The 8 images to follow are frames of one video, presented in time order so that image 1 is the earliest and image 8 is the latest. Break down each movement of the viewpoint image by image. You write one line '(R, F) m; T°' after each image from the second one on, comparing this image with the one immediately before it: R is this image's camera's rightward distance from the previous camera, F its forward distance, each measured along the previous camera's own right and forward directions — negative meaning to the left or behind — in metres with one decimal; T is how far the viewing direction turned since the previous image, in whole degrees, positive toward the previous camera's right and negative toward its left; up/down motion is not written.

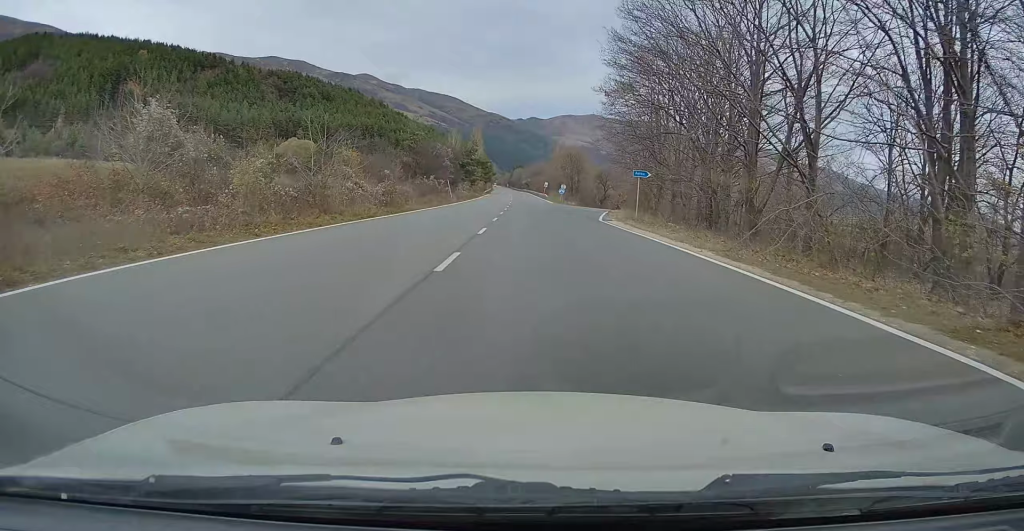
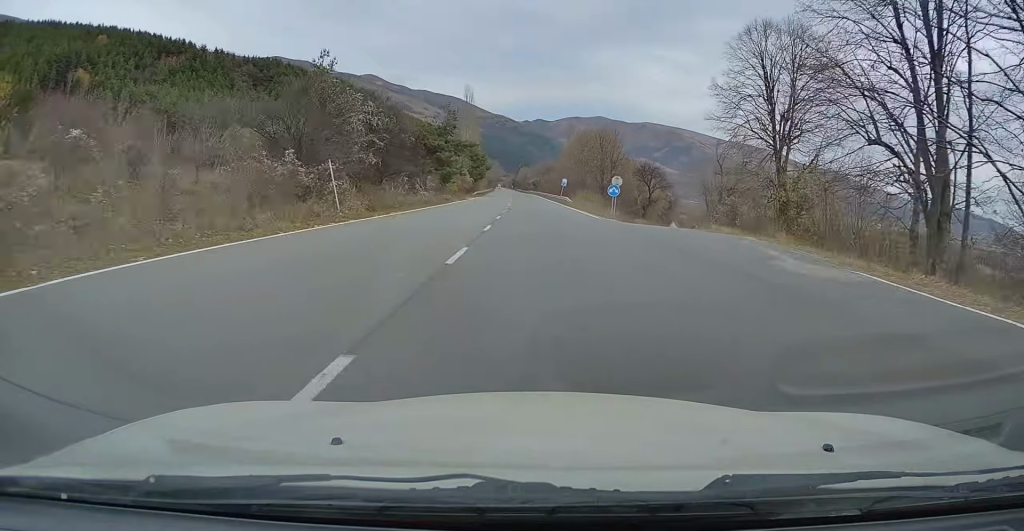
(-0.2, +45.1) m; 0°
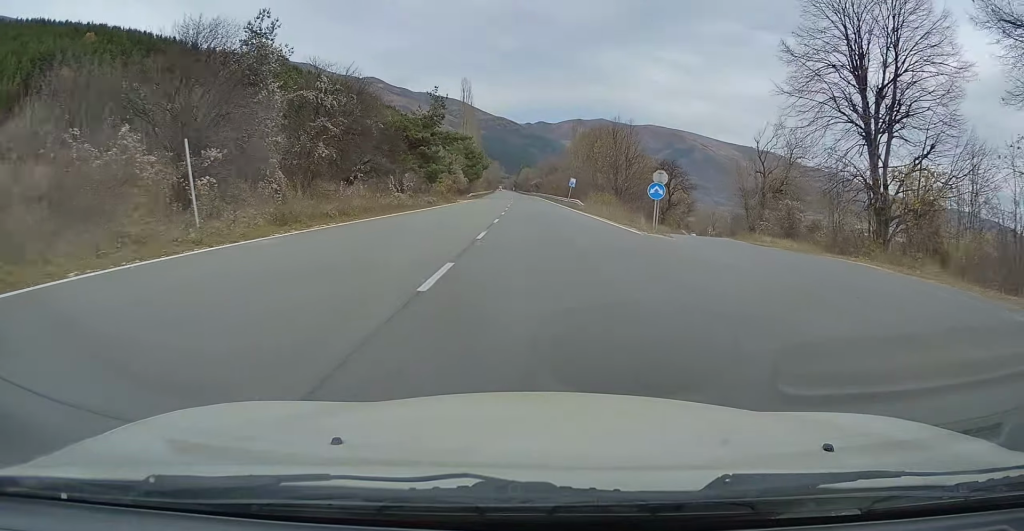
(0.0, +12.1) m; 0°
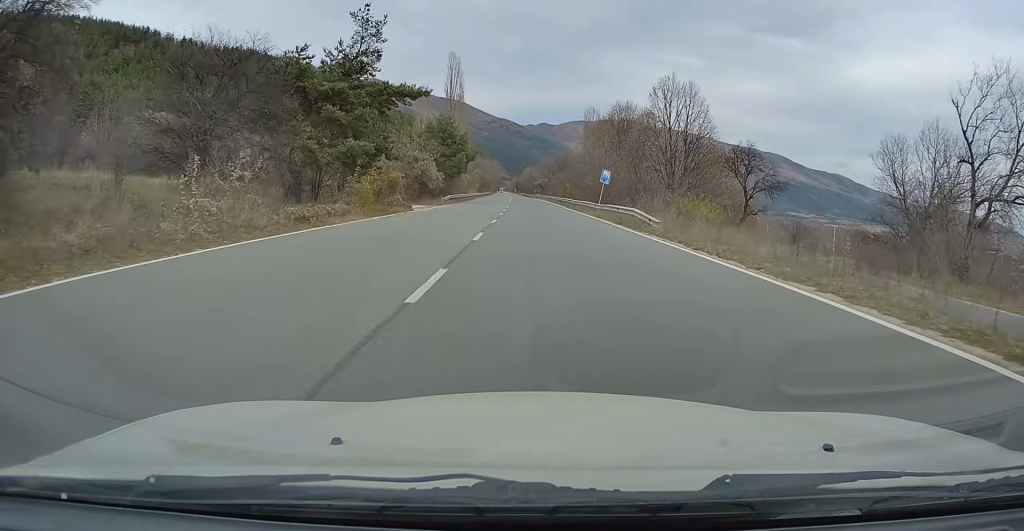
(+0.2, +28.8) m; 0°
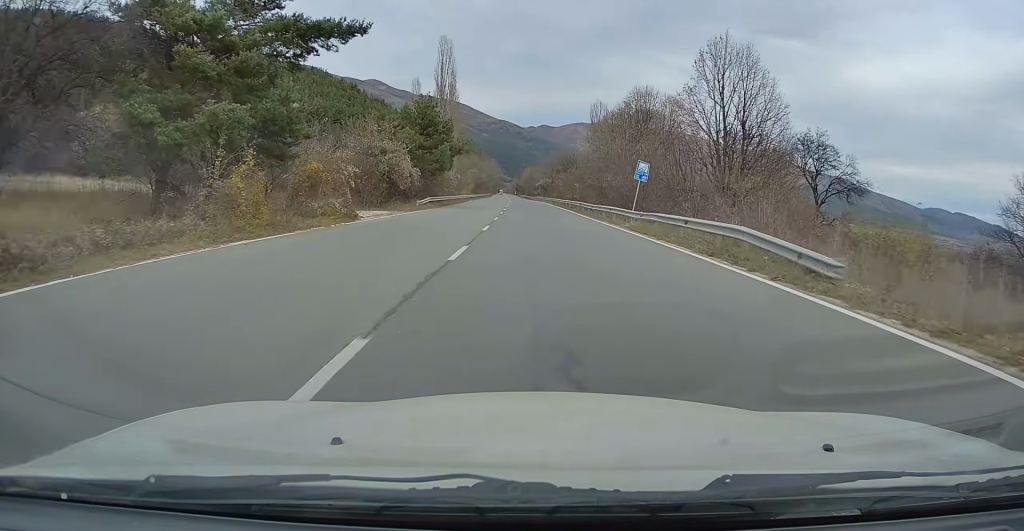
(-0.1, +14.0) m; -1°
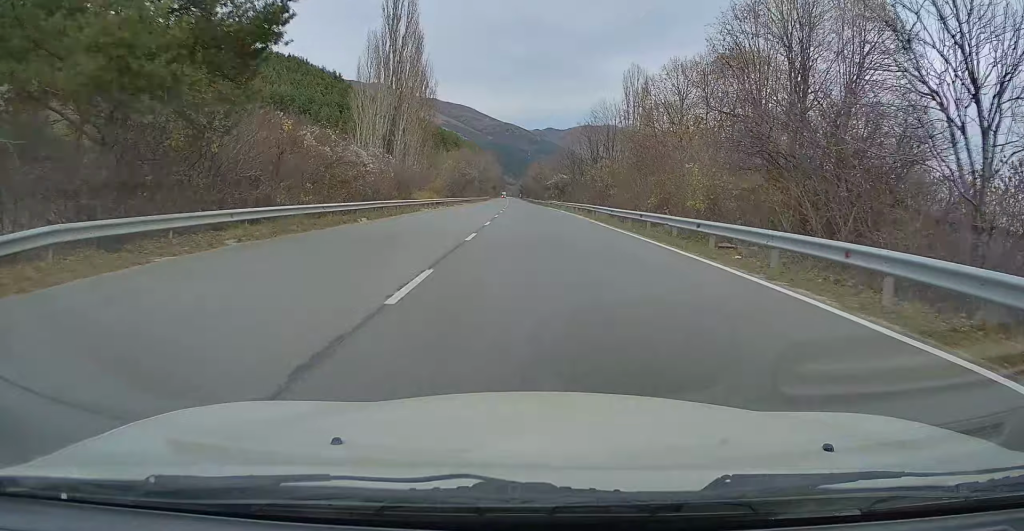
(-0.7, +42.1) m; -1°
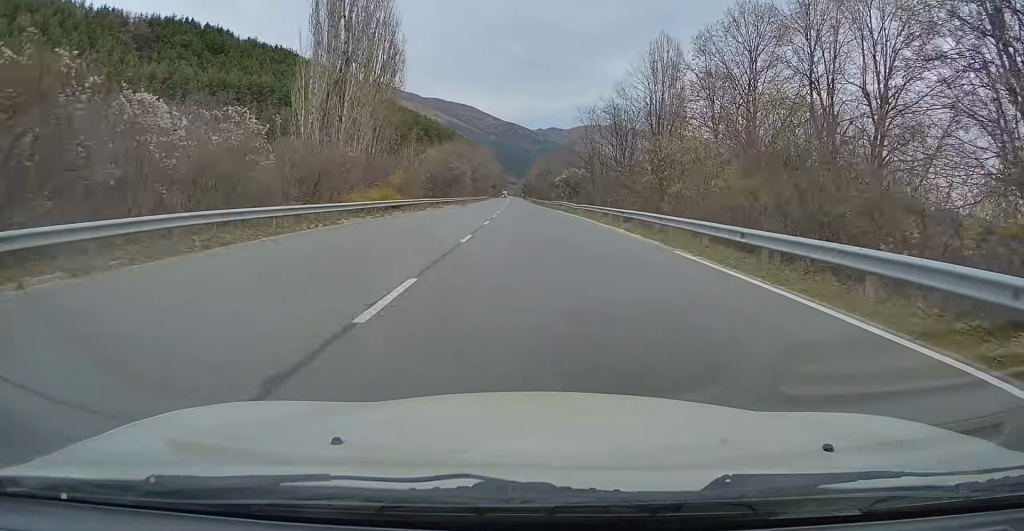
(+0.3, +19.7) m; 0°
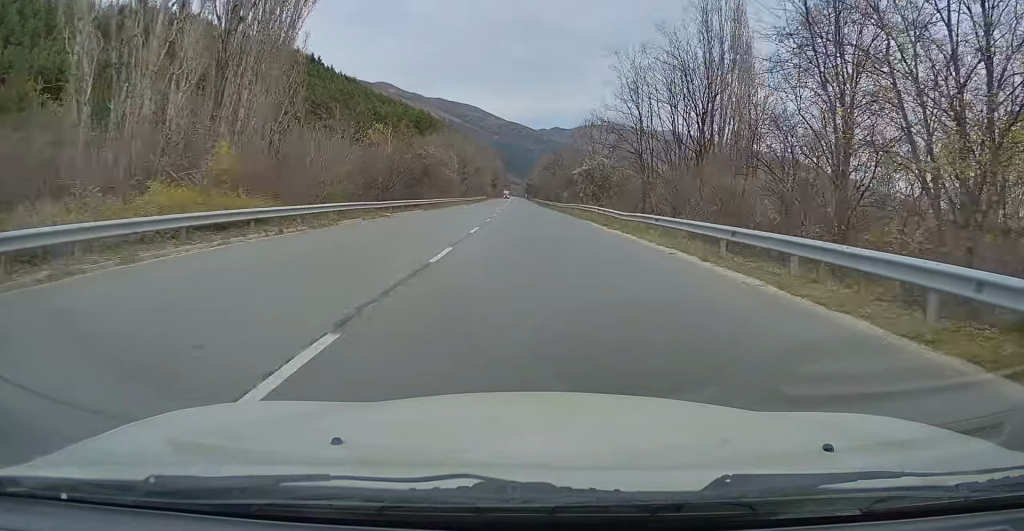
(-0.2, +23.4) m; 0°
